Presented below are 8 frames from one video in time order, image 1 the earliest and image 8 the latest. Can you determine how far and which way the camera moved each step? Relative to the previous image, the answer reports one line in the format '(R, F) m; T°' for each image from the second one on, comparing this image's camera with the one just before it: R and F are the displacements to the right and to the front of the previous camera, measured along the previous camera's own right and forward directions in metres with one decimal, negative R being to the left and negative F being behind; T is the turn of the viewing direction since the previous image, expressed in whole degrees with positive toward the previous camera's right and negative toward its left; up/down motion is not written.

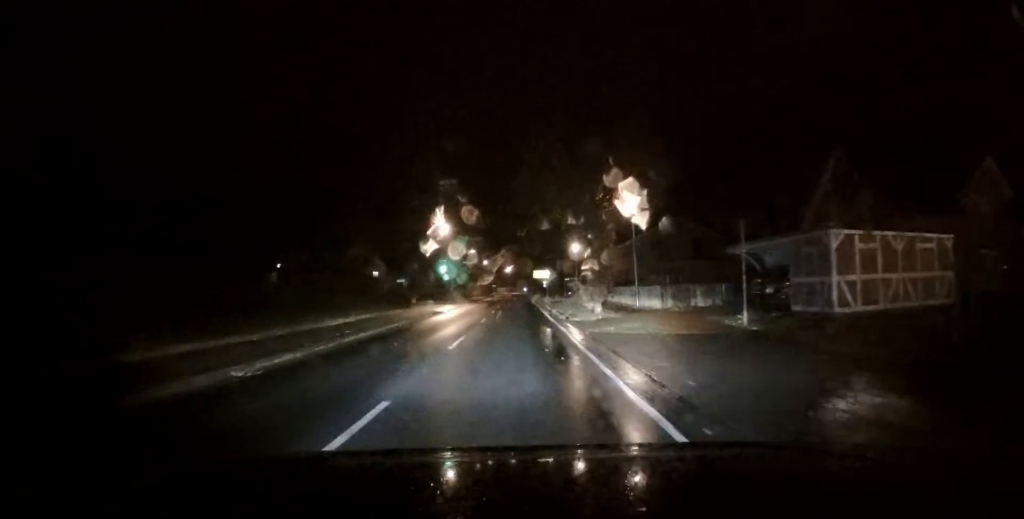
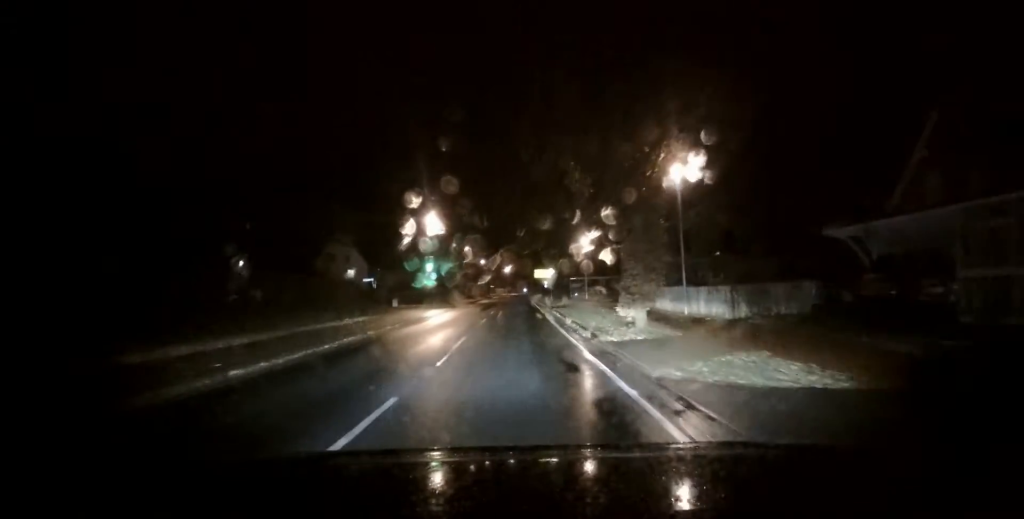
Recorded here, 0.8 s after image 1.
(+0.2, +8.6) m; 0°
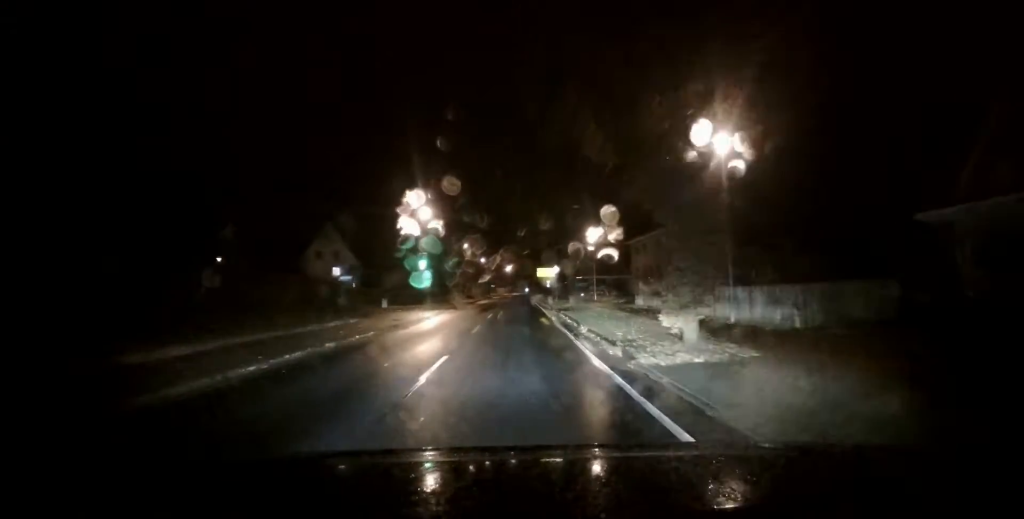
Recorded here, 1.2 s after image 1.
(0.0, +4.5) m; 0°
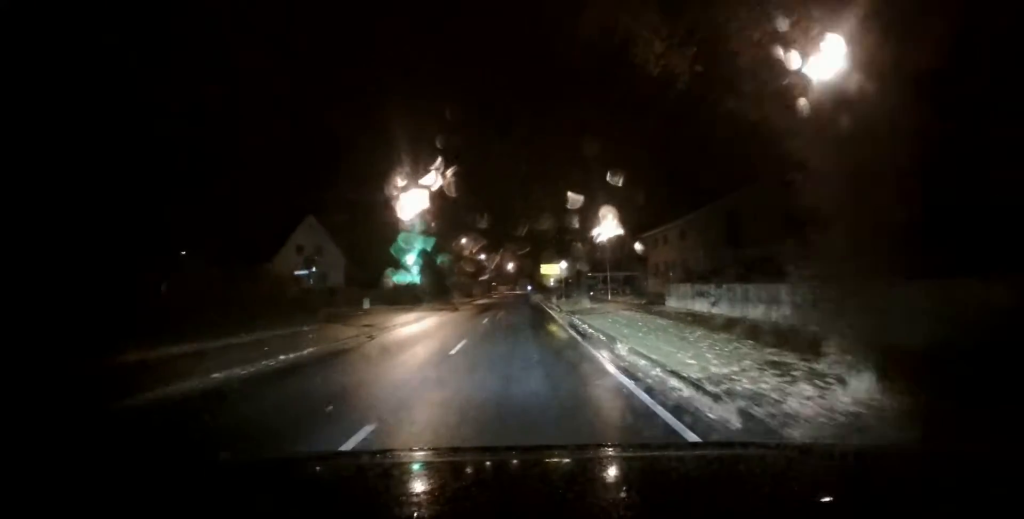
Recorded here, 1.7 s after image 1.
(-0.2, +6.0) m; 0°
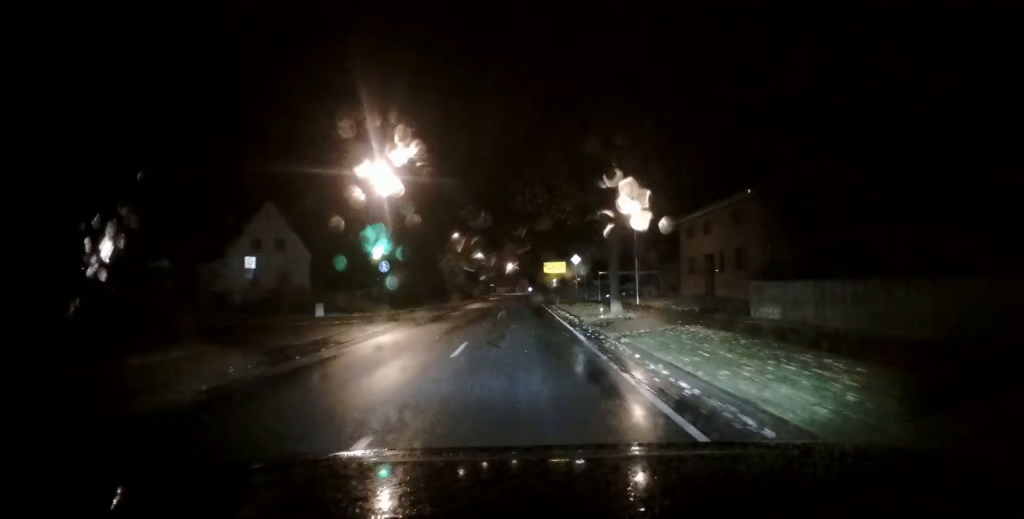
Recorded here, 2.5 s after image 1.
(+0.1, +9.4) m; 0°
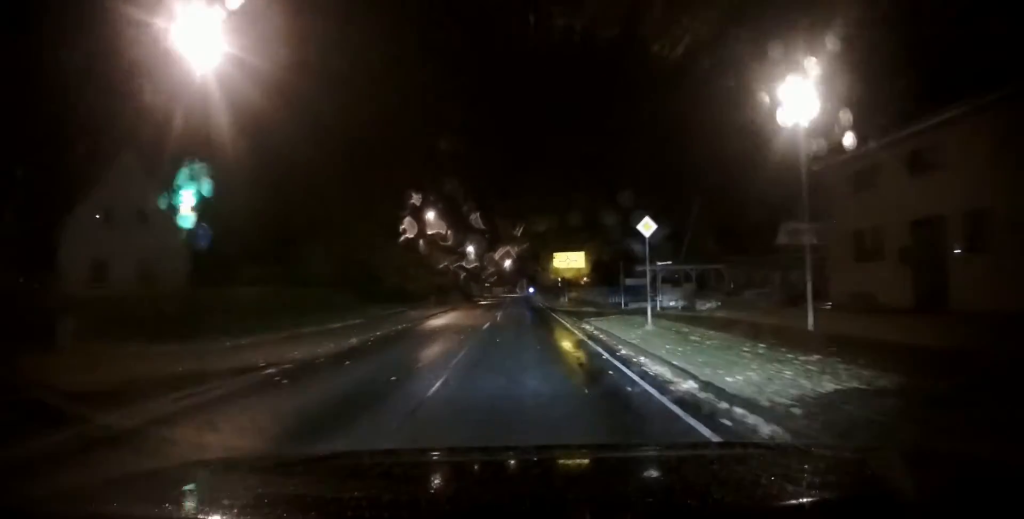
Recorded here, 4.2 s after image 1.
(-0.1, +18.7) m; 0°
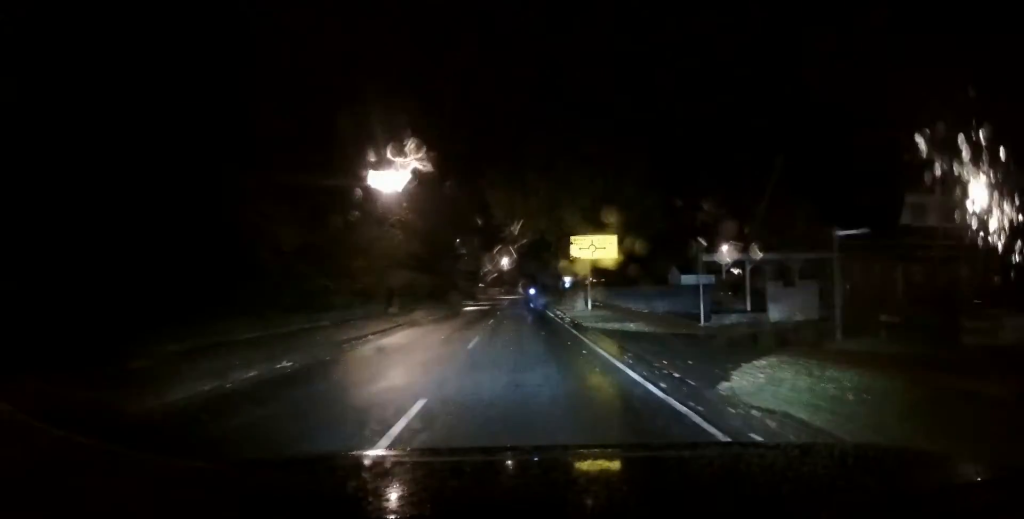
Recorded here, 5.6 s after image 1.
(+0.3, +15.0) m; -1°
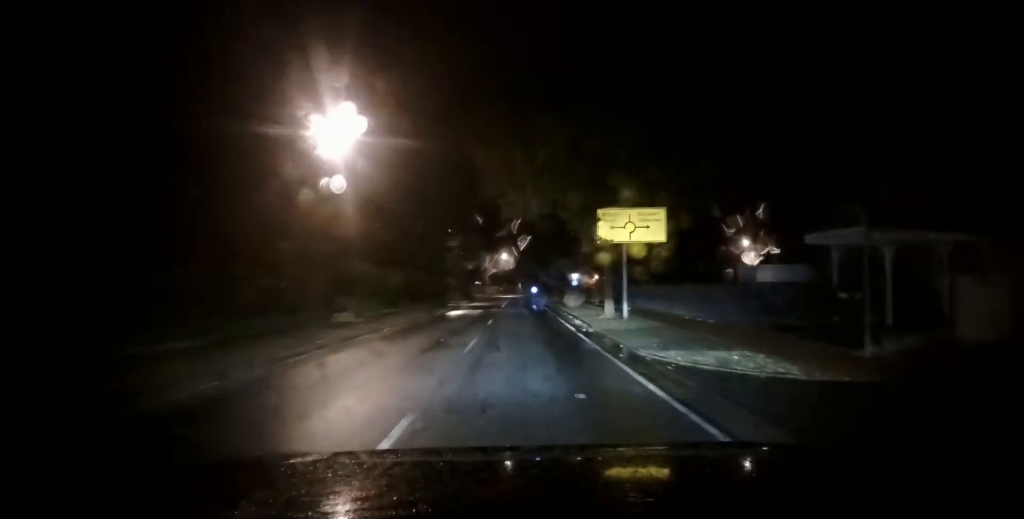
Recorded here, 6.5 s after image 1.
(-0.3, +9.8) m; -1°
